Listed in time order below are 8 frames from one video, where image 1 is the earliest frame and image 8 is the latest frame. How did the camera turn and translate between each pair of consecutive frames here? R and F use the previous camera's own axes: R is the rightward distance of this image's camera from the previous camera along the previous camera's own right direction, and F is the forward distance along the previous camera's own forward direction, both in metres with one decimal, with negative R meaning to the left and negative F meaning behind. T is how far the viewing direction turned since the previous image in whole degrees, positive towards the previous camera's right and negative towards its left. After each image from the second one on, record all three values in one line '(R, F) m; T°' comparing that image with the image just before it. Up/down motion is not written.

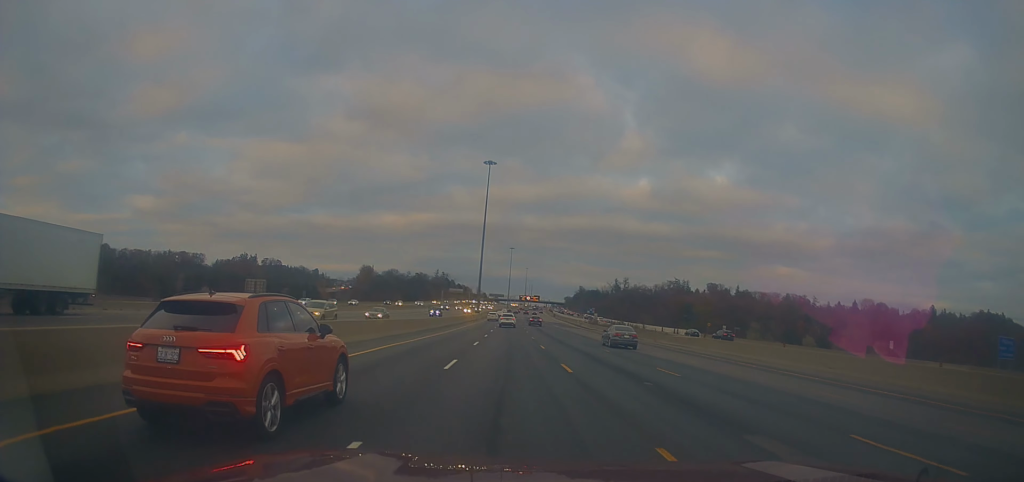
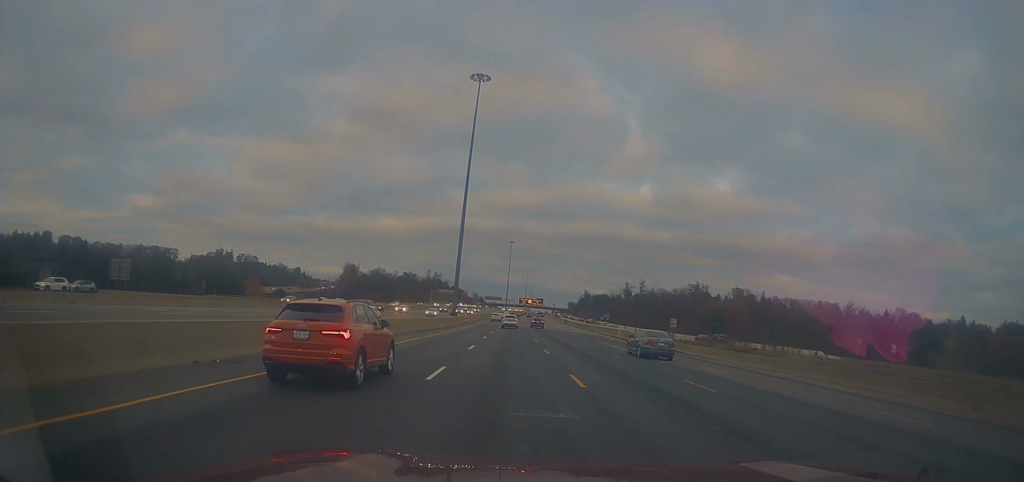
(+0.9, +51.9) m; +1°
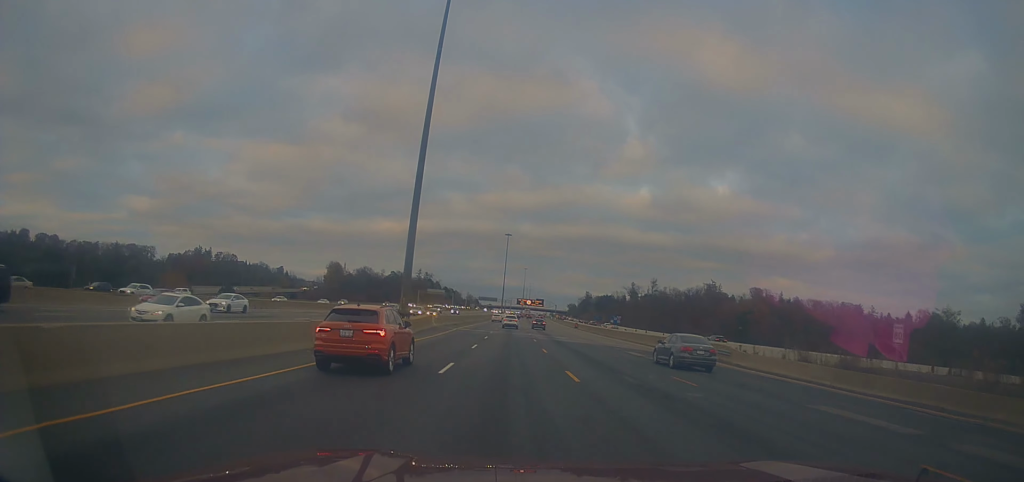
(-0.1, +34.8) m; 0°
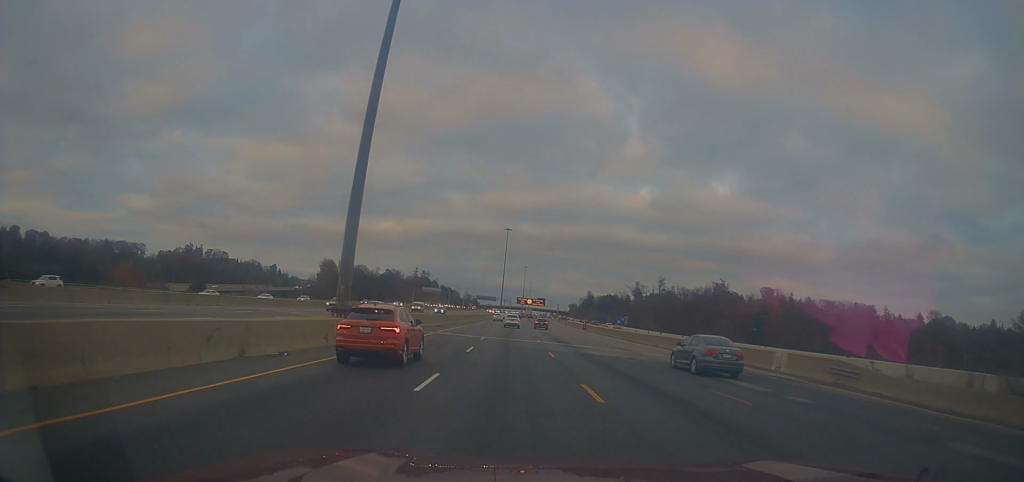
(0.0, +15.7) m; 0°
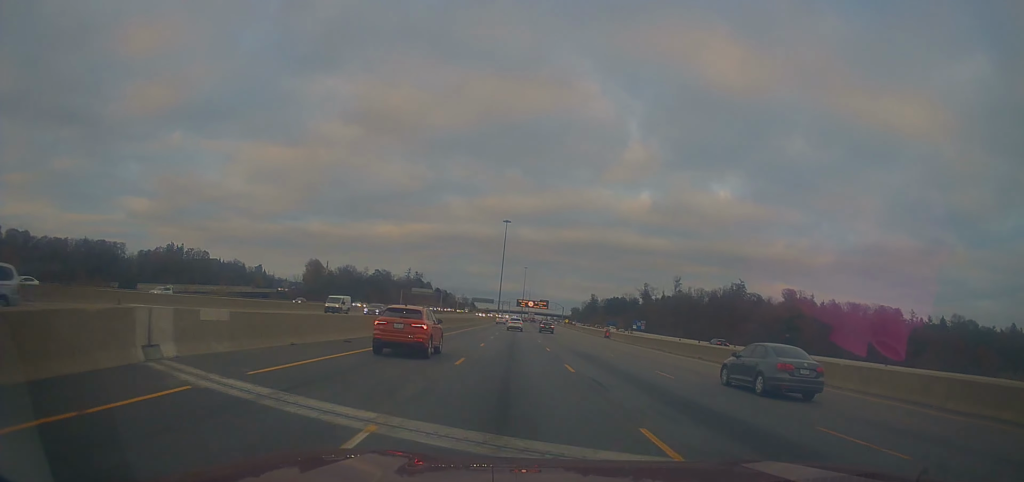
(+0.1, +29.3) m; 0°
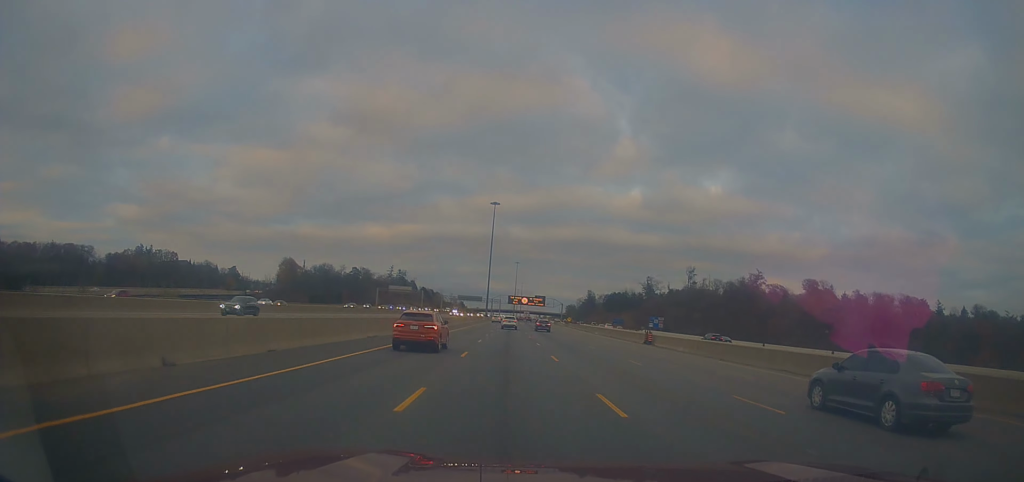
(-0.1, +32.3) m; 0°
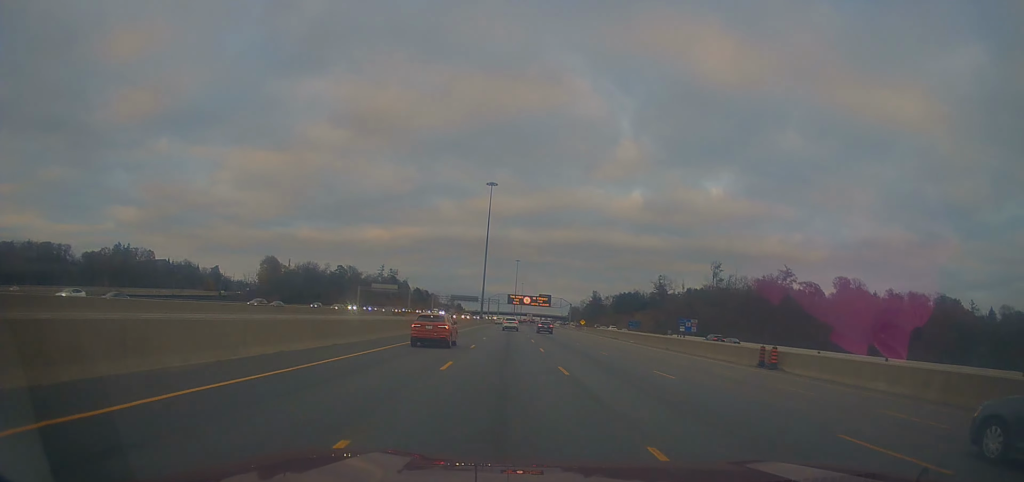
(+0.1, +29.0) m; +1°
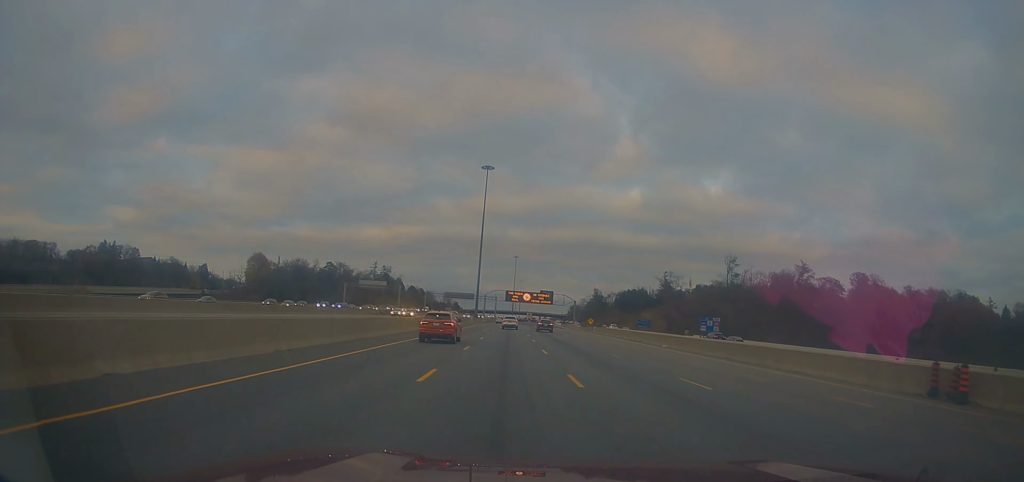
(+0.1, +15.4) m; +1°
